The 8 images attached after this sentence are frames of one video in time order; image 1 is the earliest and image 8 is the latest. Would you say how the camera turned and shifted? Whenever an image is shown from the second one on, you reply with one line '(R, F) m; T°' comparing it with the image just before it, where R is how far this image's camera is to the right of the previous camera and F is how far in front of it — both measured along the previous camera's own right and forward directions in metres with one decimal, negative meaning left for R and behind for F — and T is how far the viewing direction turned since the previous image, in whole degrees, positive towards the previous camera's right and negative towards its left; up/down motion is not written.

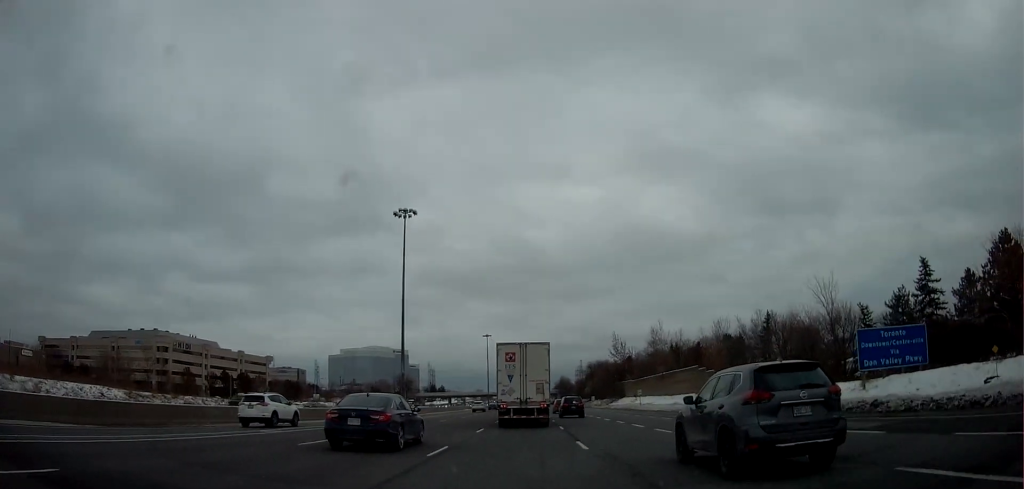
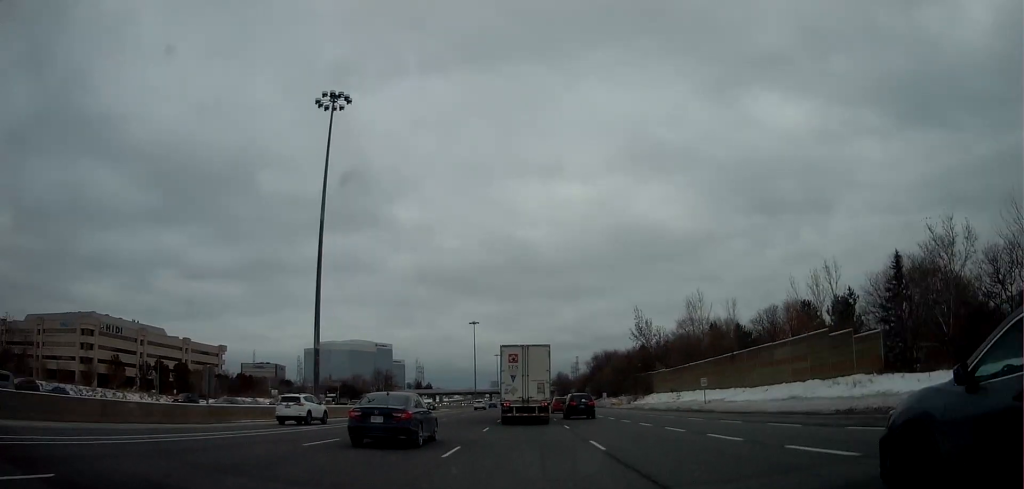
(+0.6, +37.7) m; +1°
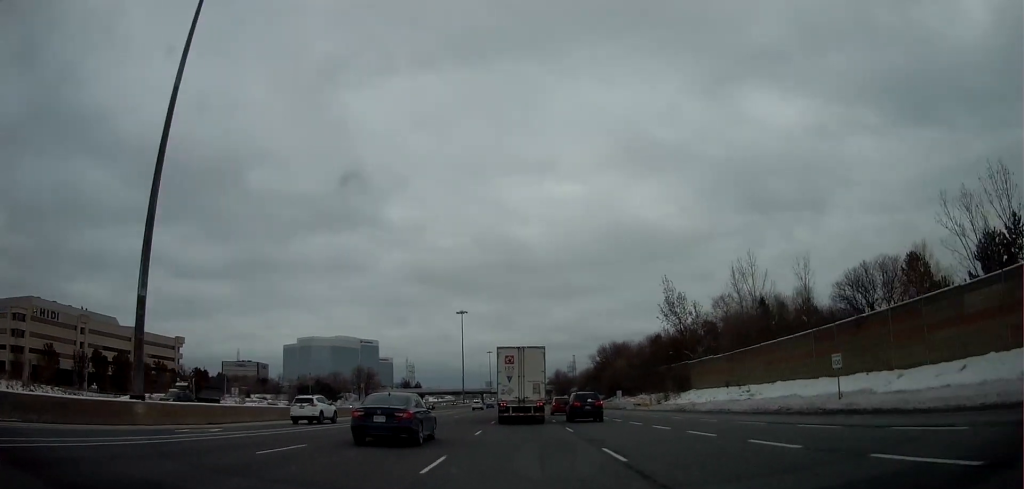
(0.0, +27.6) m; 0°
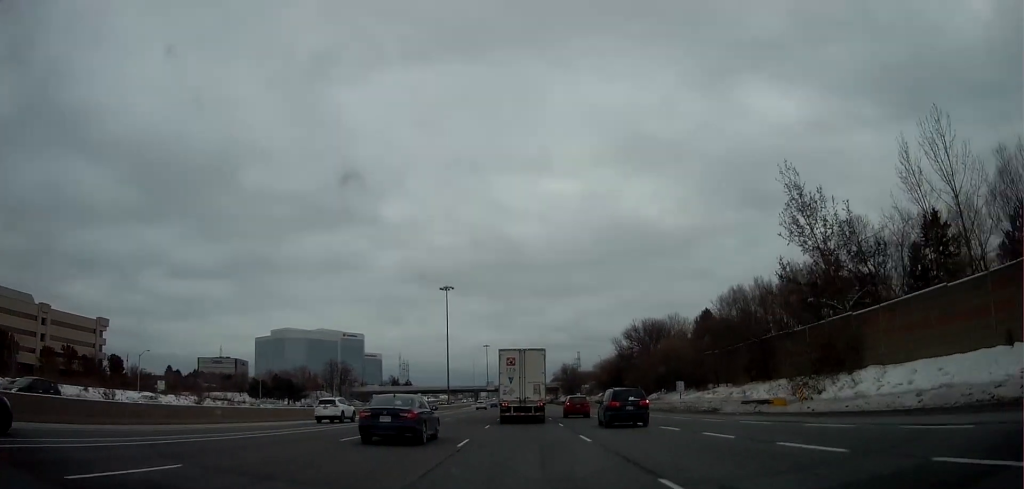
(+0.1, +43.0) m; 0°
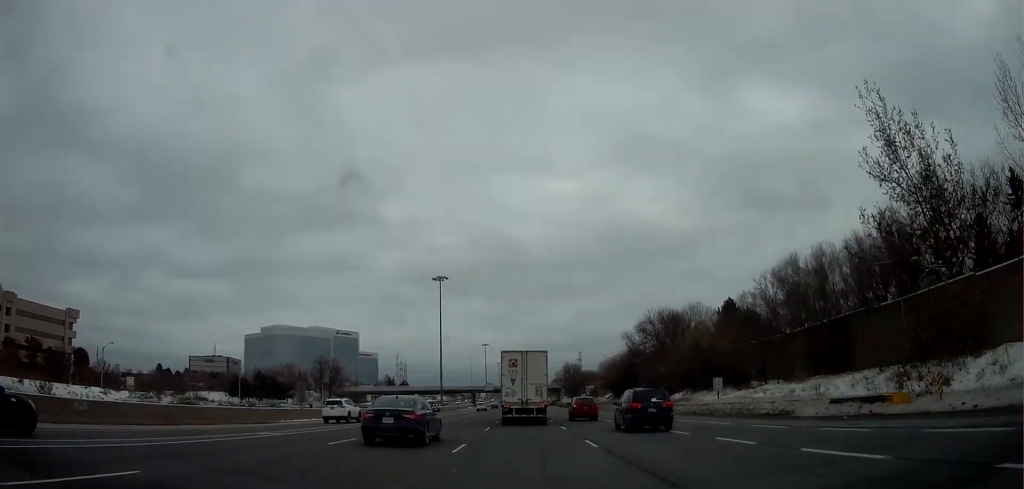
(0.0, +13.5) m; 0°
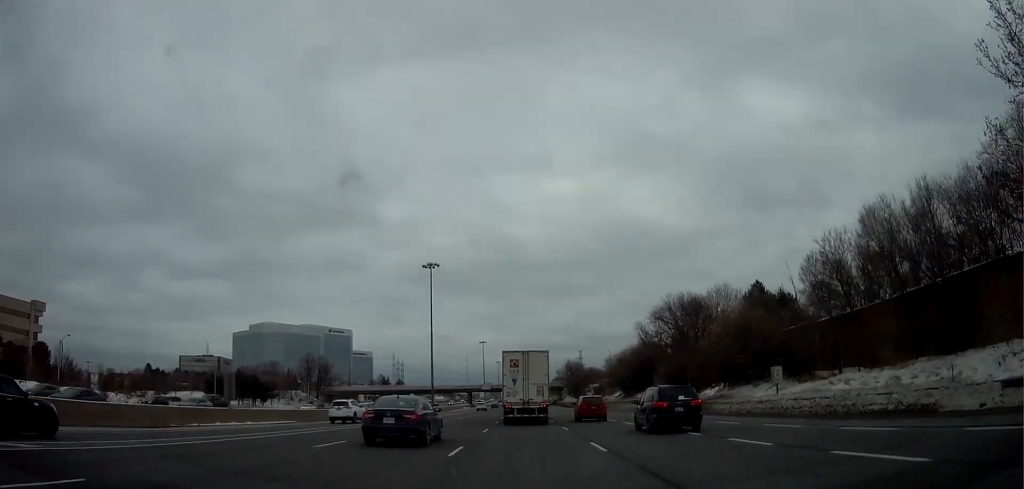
(0.0, +13.5) m; 0°
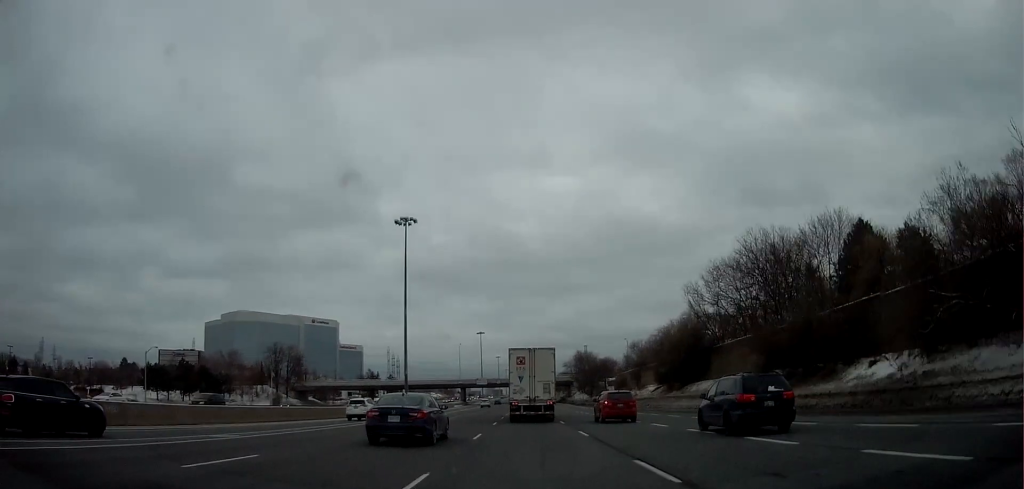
(0.0, +31.2) m; 0°
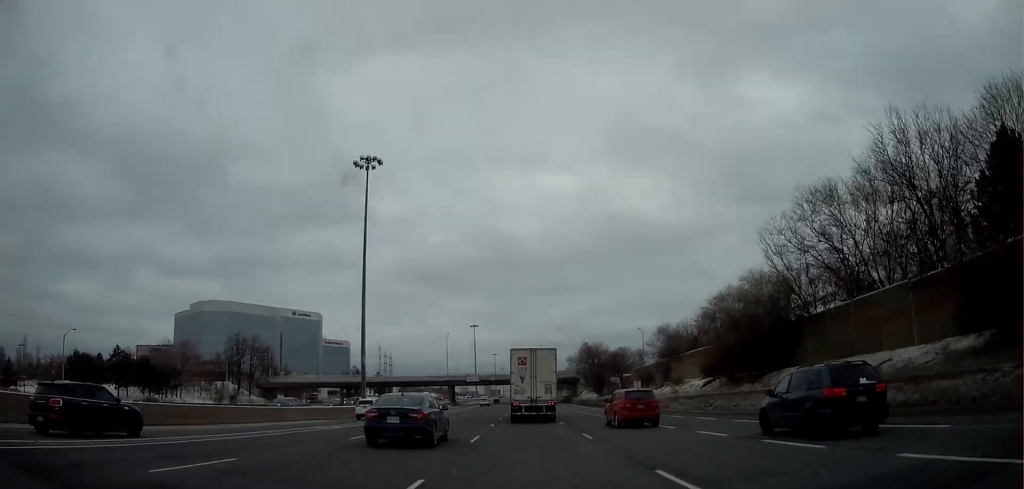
(0.0, +25.4) m; 0°
